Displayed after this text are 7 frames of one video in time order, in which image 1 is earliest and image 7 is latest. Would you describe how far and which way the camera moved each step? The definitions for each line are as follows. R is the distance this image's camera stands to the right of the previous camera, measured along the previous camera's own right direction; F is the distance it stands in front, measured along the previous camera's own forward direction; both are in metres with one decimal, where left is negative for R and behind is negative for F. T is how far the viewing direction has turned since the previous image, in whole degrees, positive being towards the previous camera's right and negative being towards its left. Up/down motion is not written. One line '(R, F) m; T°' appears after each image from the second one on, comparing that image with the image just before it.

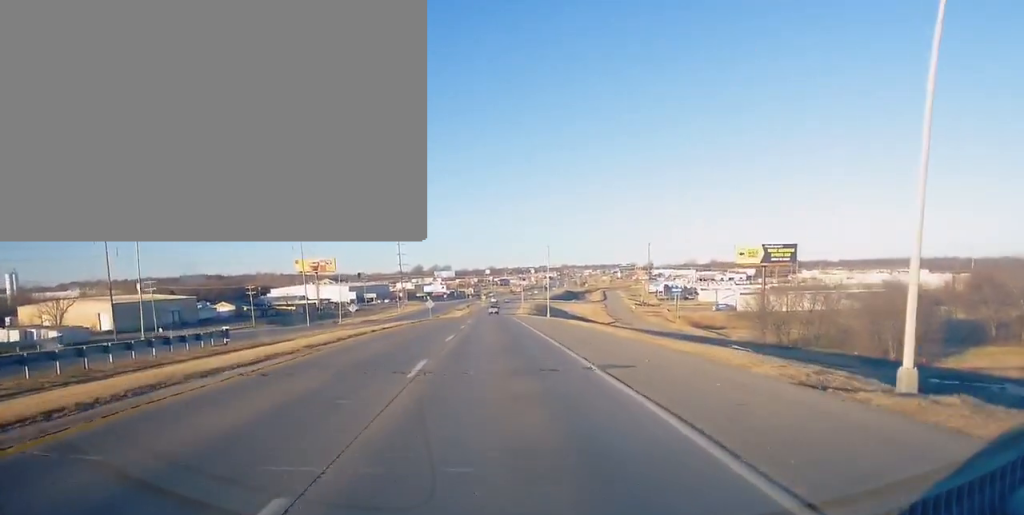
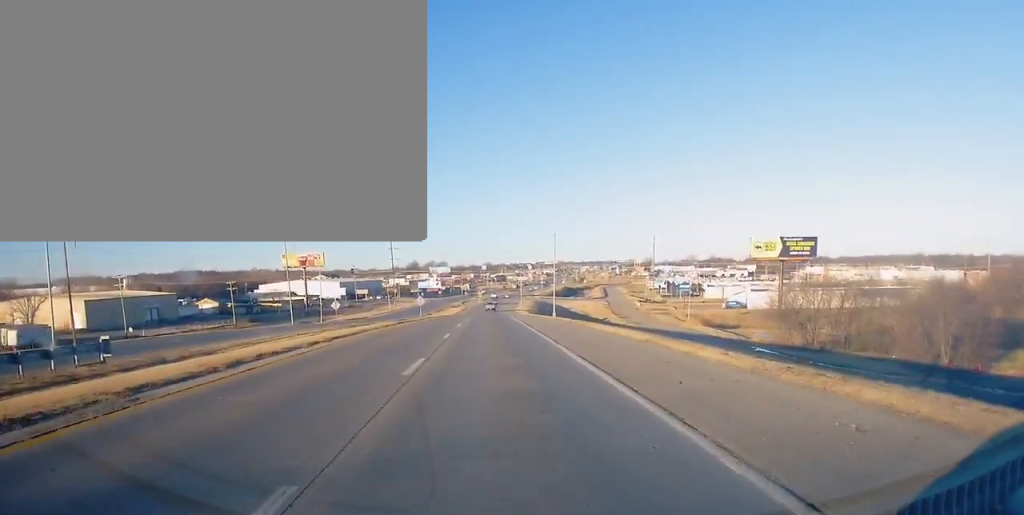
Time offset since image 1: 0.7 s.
(0.0, +13.5) m; 0°
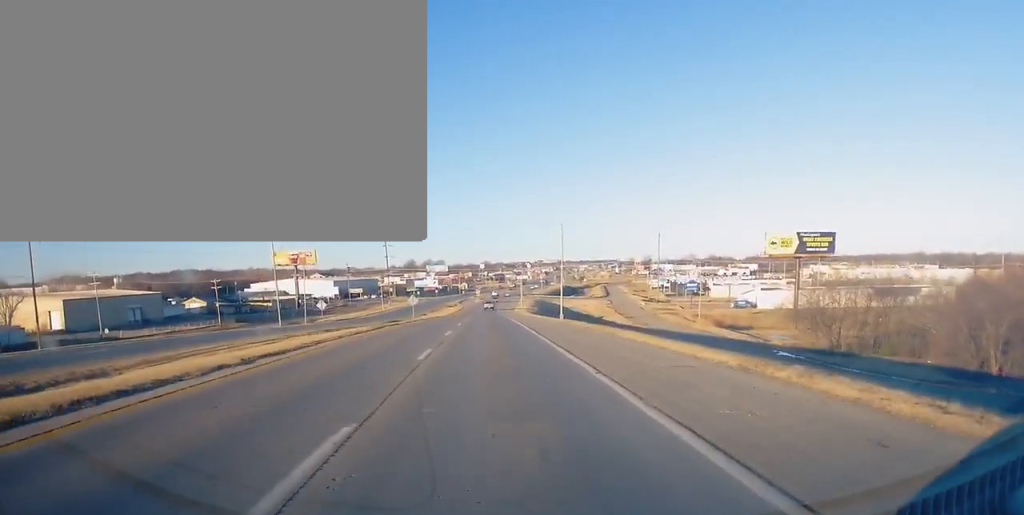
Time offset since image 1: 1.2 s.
(+0.1, +10.3) m; -1°
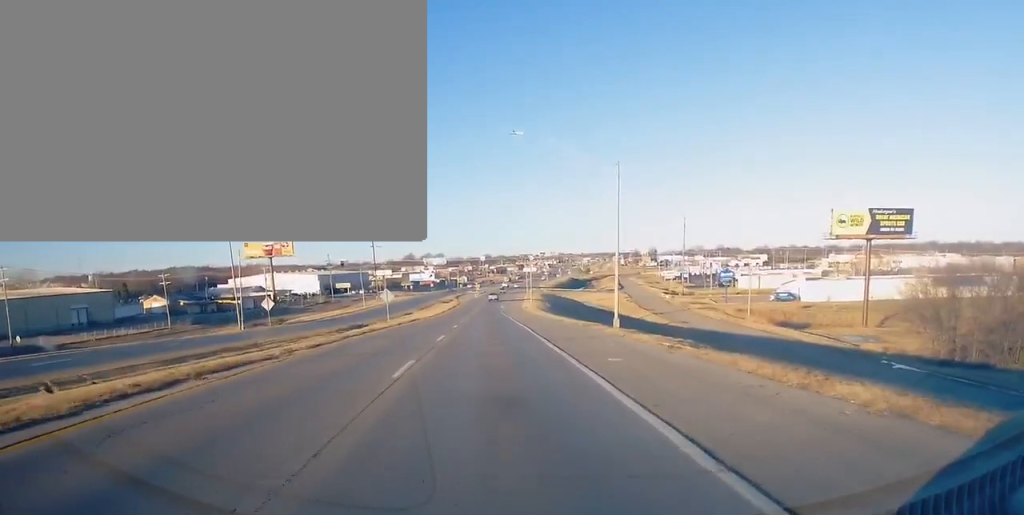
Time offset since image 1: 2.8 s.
(-0.4, +32.1) m; 0°
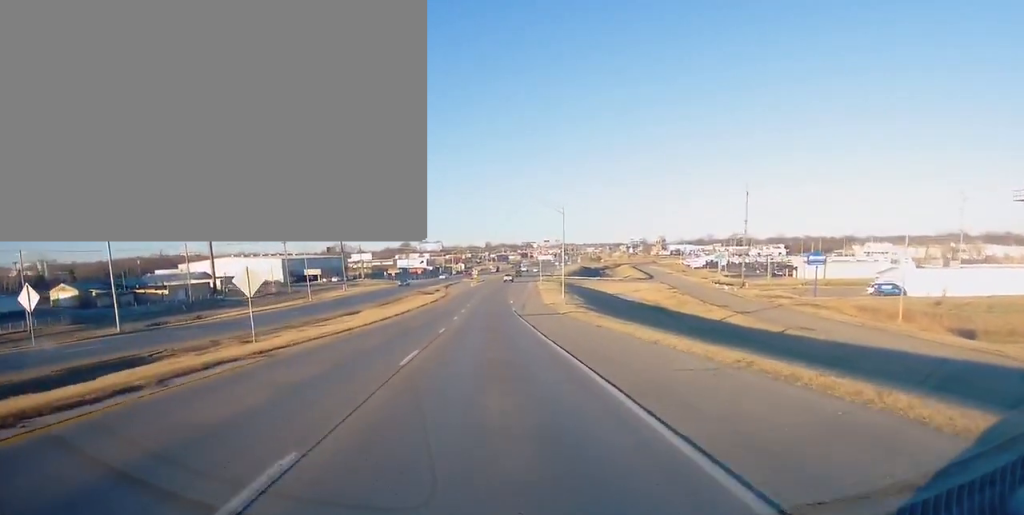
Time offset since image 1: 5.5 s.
(+0.9, +53.0) m; +1°
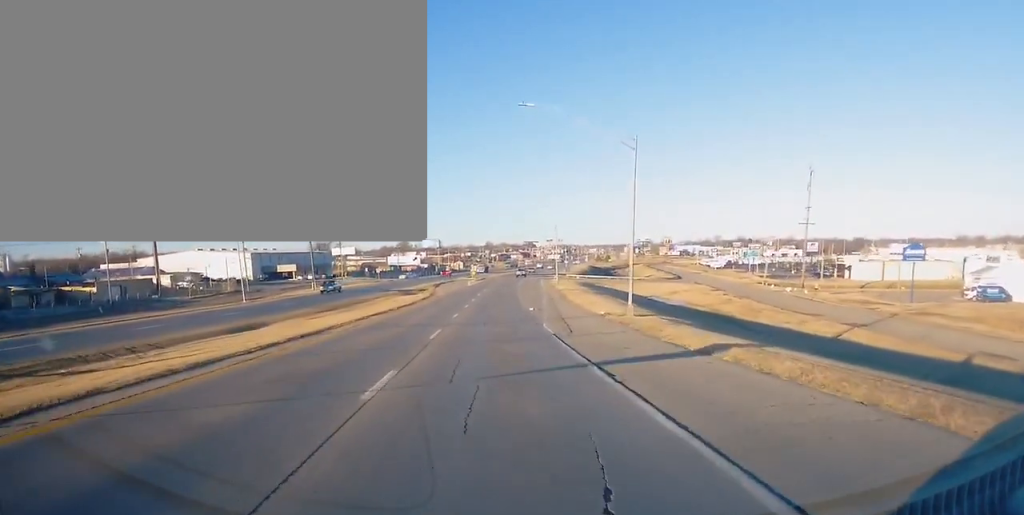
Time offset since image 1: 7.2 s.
(0.0, +33.4) m; -1°
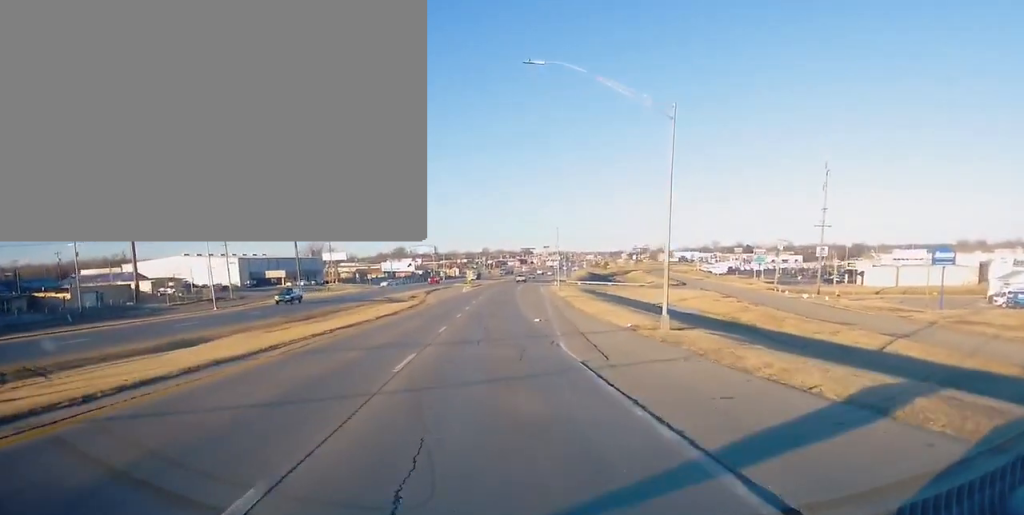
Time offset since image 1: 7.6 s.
(-0.1, +8.7) m; 0°
